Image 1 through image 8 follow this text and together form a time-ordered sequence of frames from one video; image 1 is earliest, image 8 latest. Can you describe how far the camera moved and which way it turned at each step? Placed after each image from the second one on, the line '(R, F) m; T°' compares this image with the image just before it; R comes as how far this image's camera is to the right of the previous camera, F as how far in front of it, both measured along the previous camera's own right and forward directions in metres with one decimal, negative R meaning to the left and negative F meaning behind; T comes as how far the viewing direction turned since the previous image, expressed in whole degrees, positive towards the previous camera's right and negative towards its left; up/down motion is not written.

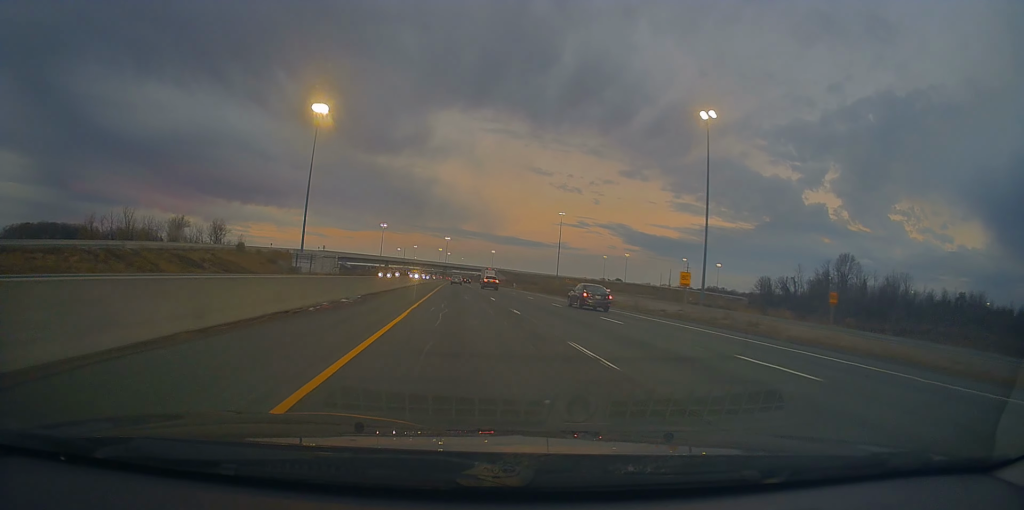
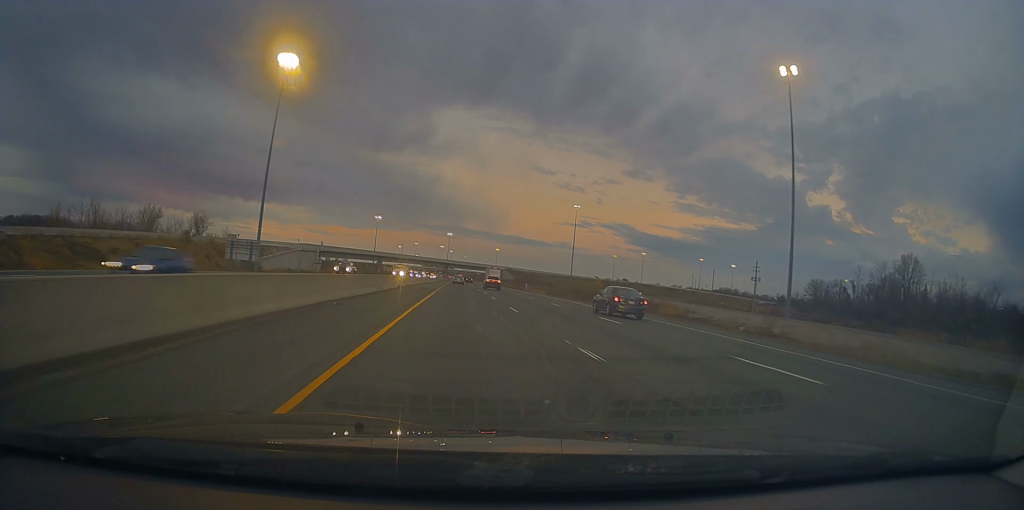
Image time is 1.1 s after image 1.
(+0.7, +36.9) m; +1°
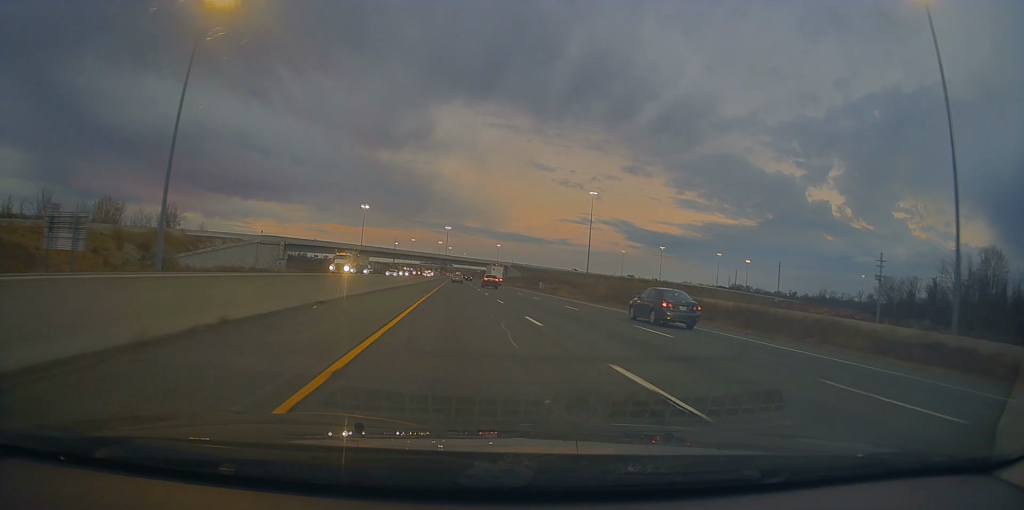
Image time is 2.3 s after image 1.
(-0.3, +43.2) m; -1°
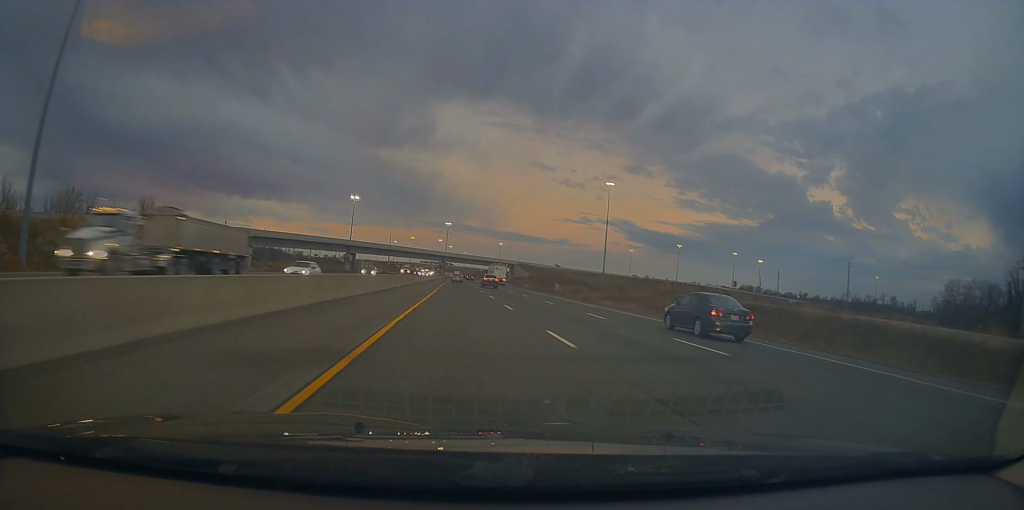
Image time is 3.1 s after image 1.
(0.0, +26.3) m; 0°
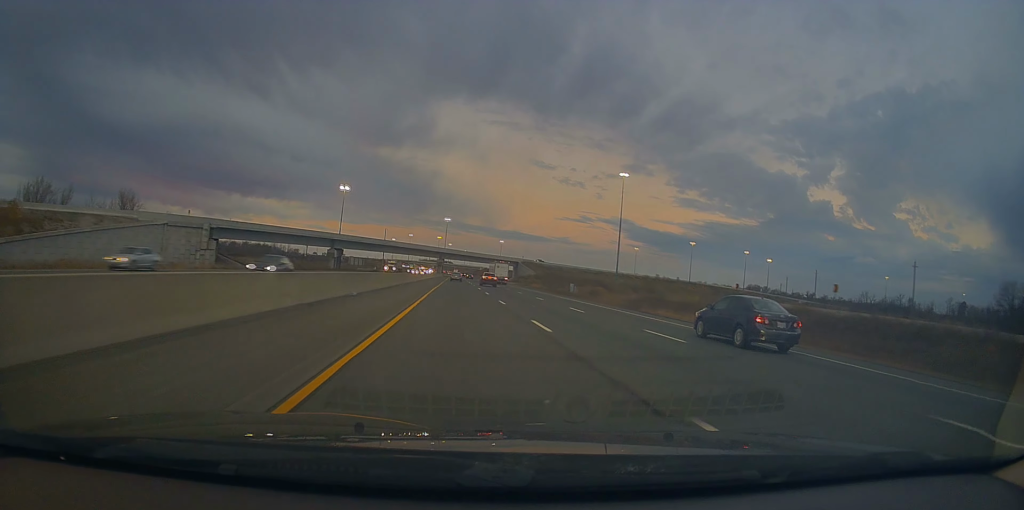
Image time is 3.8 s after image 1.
(0.0, +19.2) m; 0°
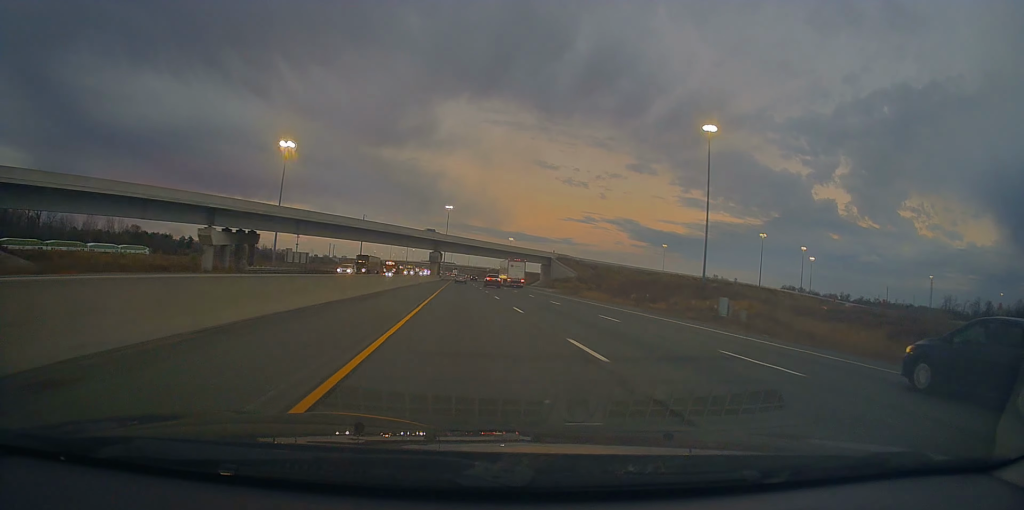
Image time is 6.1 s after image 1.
(+0.9, +73.2) m; +1°
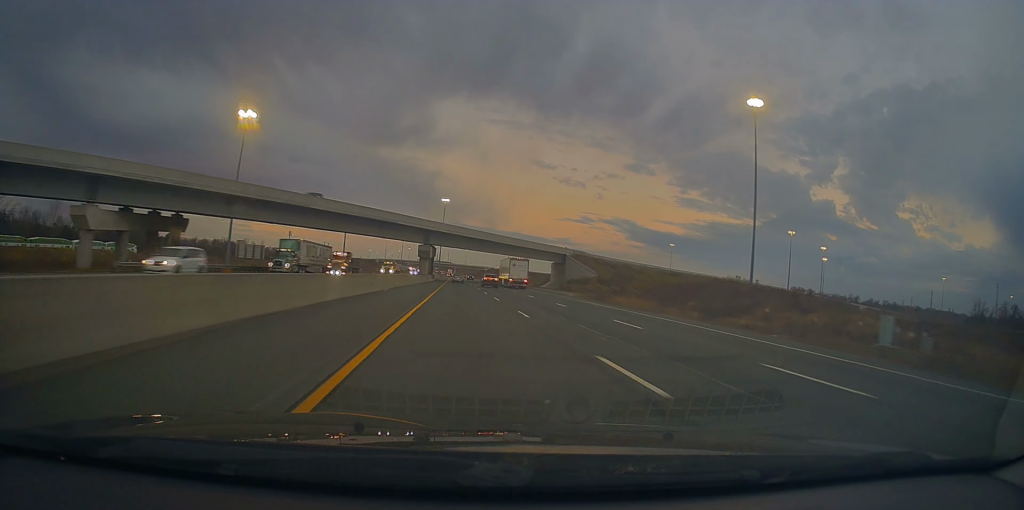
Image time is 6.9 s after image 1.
(-0.3, +25.9) m; -1°
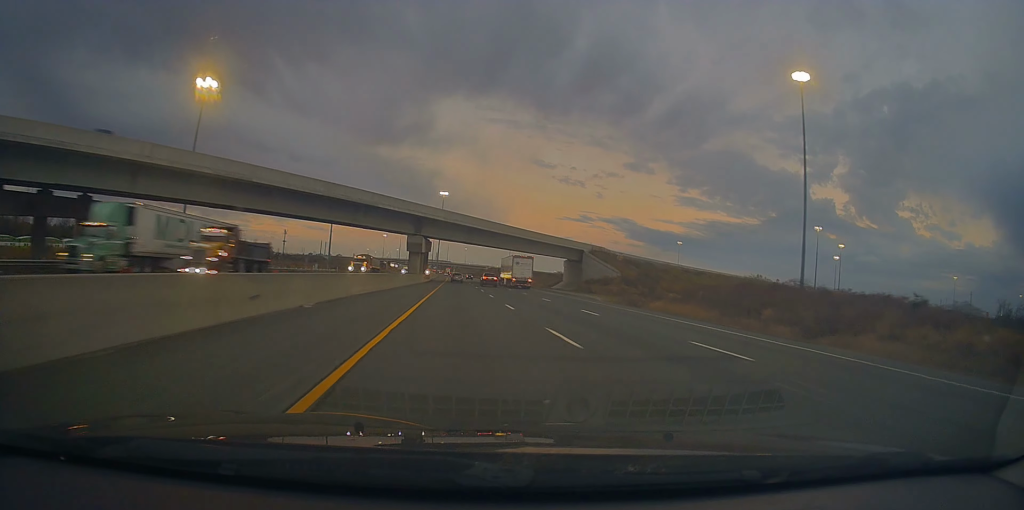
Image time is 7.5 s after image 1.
(-0.1, +19.6) m; 0°
